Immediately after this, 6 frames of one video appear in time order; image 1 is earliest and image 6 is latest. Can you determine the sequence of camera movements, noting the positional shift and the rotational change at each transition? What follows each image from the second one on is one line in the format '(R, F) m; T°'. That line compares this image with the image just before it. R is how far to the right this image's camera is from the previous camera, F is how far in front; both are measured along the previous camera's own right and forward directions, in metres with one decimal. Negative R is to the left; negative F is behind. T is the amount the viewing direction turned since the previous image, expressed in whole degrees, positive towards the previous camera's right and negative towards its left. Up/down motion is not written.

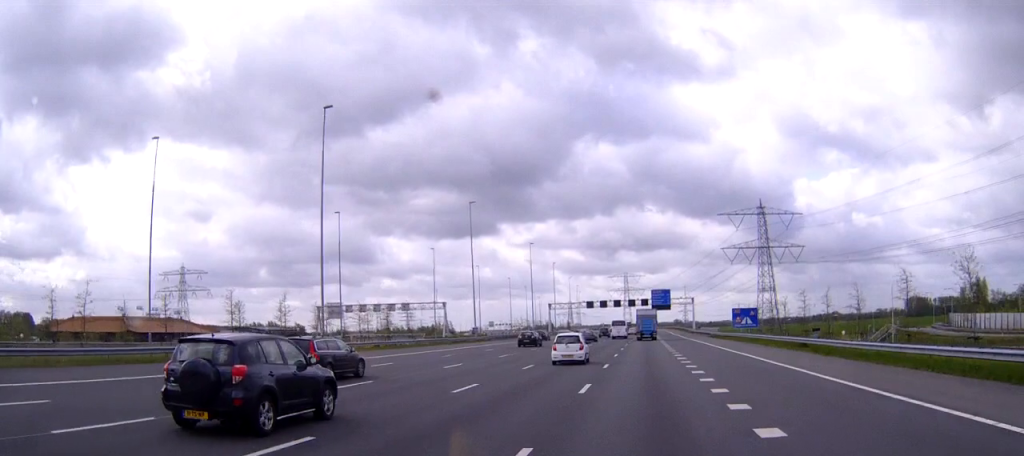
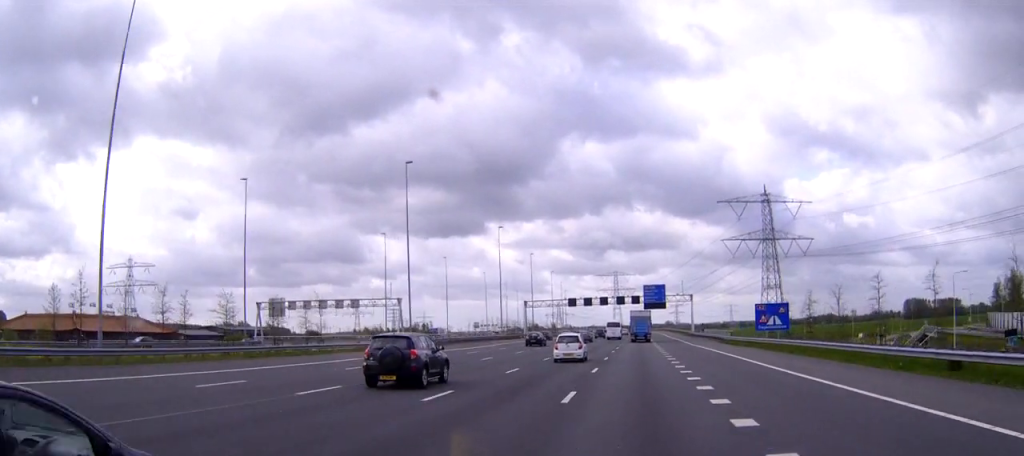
(+0.1, +26.0) m; 0°
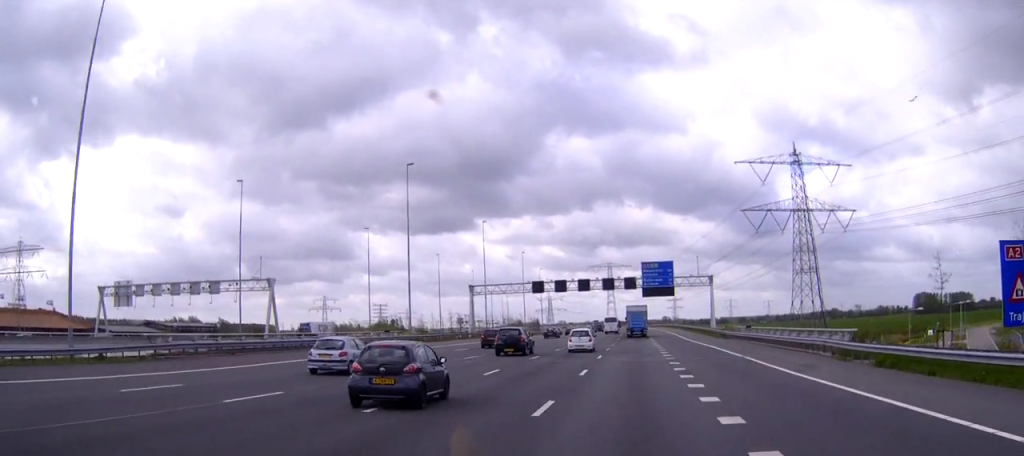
(+0.2, +51.4) m; 0°
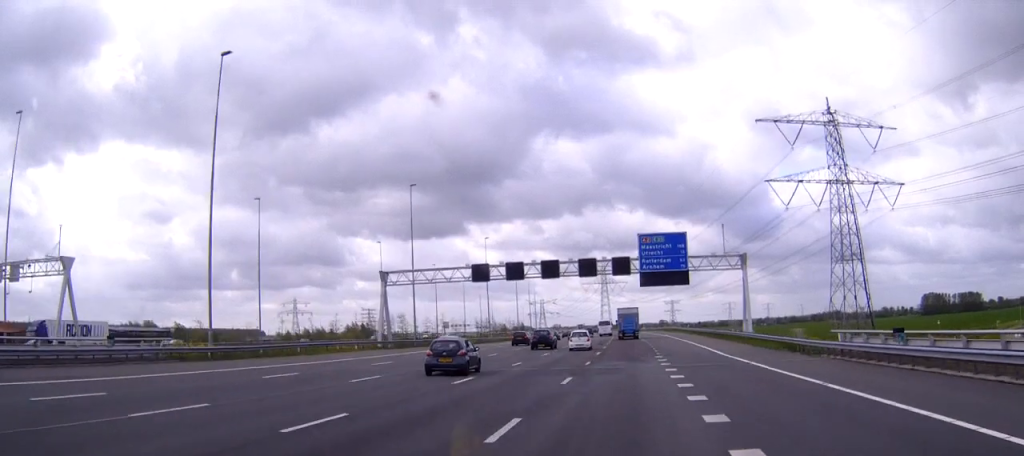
(+0.2, +39.2) m; 0°
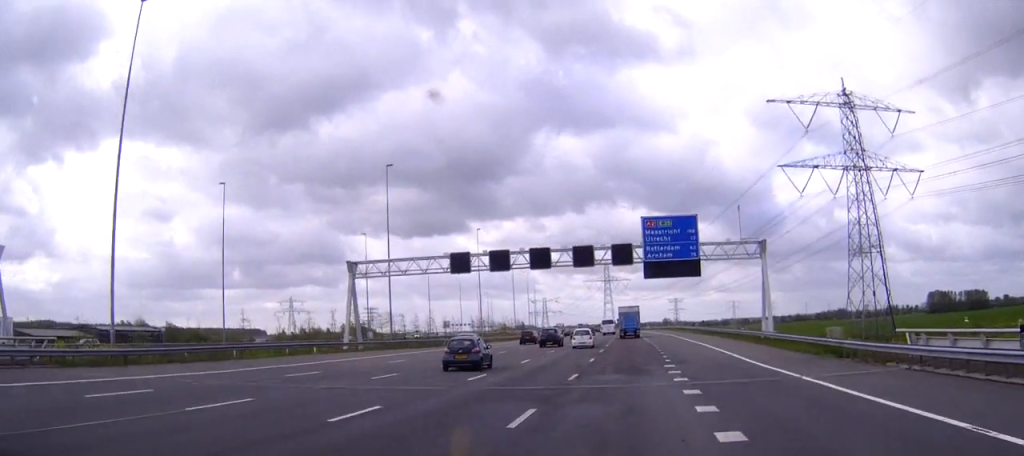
(0.0, +9.9) m; 0°
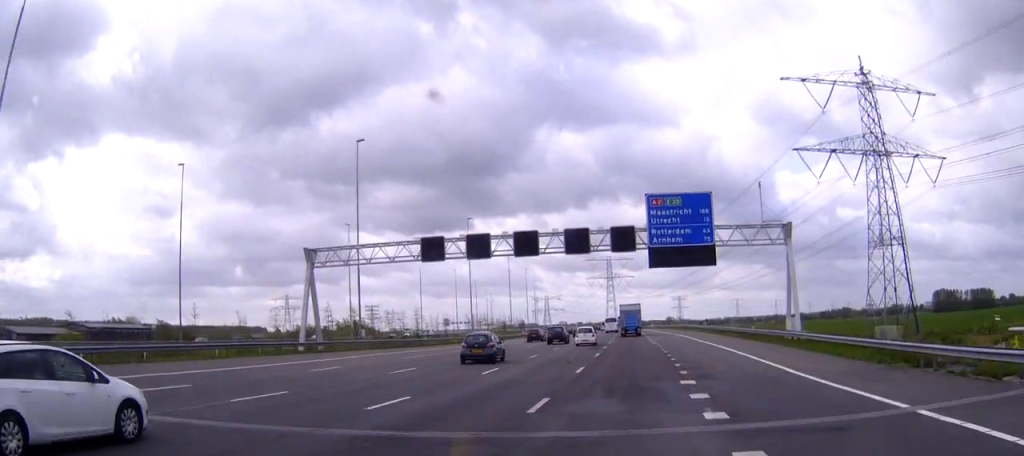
(0.0, +9.9) m; 0°
